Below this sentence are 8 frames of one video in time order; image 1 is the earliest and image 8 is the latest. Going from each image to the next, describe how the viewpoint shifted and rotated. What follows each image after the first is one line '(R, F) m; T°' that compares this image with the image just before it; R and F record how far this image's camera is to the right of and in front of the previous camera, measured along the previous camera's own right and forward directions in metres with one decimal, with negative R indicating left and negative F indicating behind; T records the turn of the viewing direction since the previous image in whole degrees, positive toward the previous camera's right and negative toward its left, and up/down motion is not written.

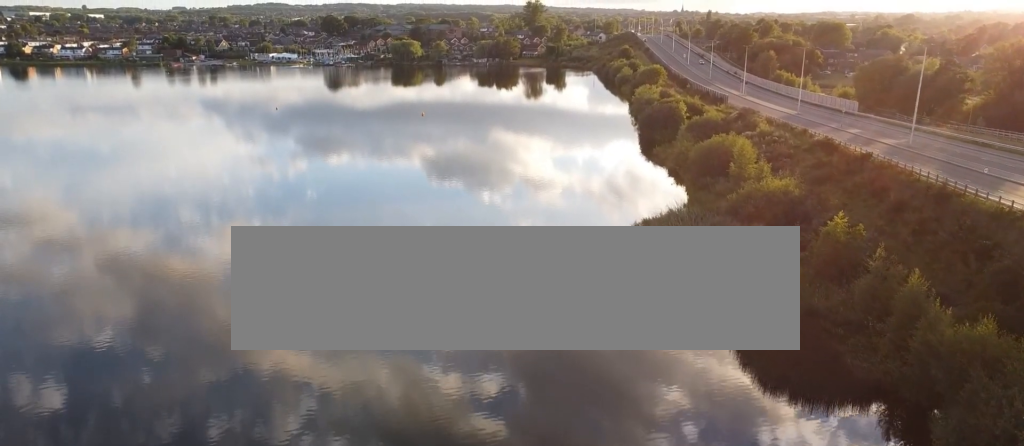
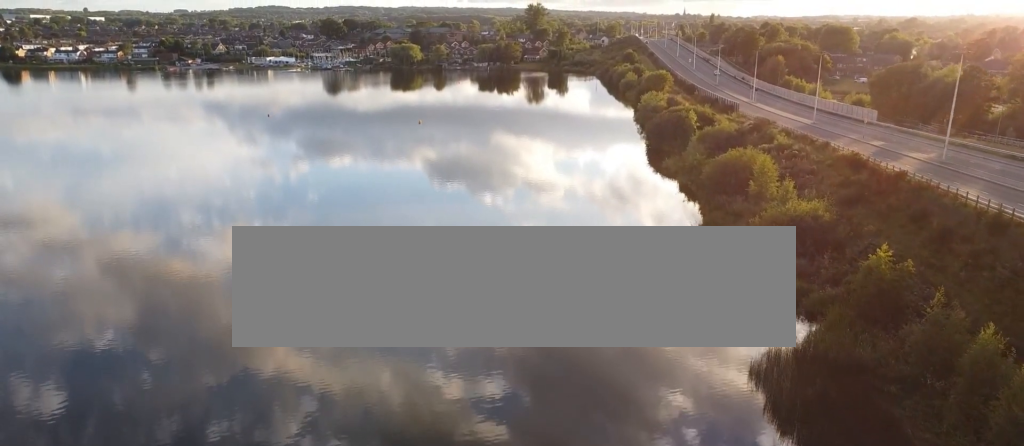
(0.0, +7.8) m; 0°
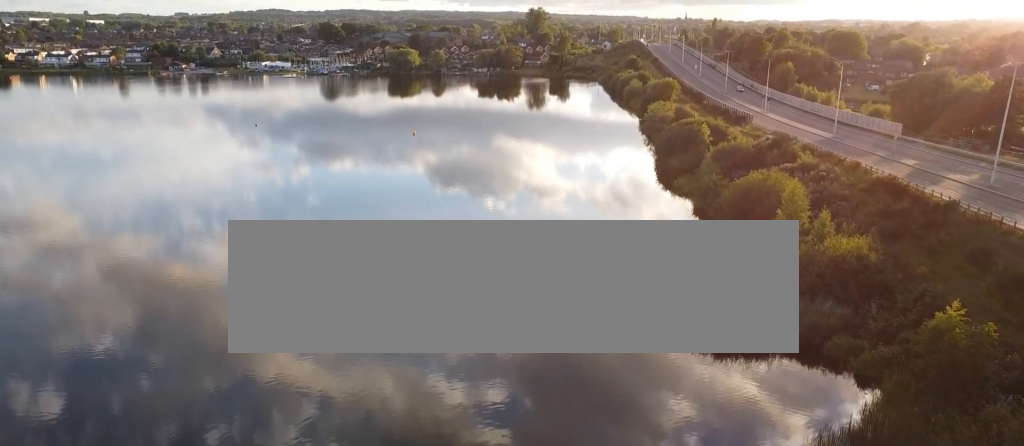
(0.0, +10.1) m; 0°
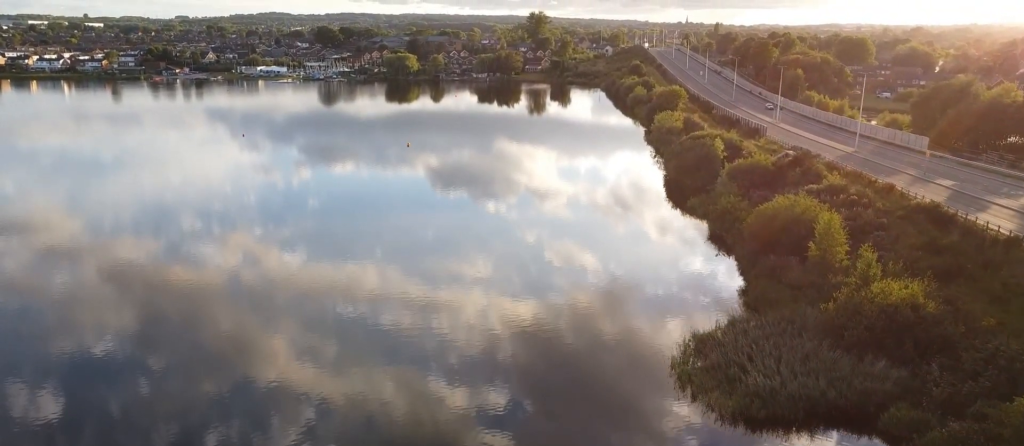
(0.0, +9.2) m; 0°
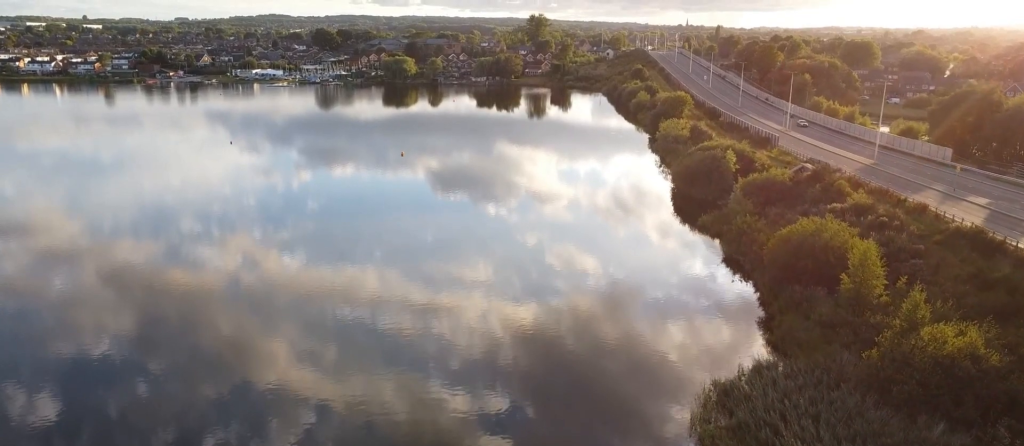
(0.0, +7.6) m; 0°
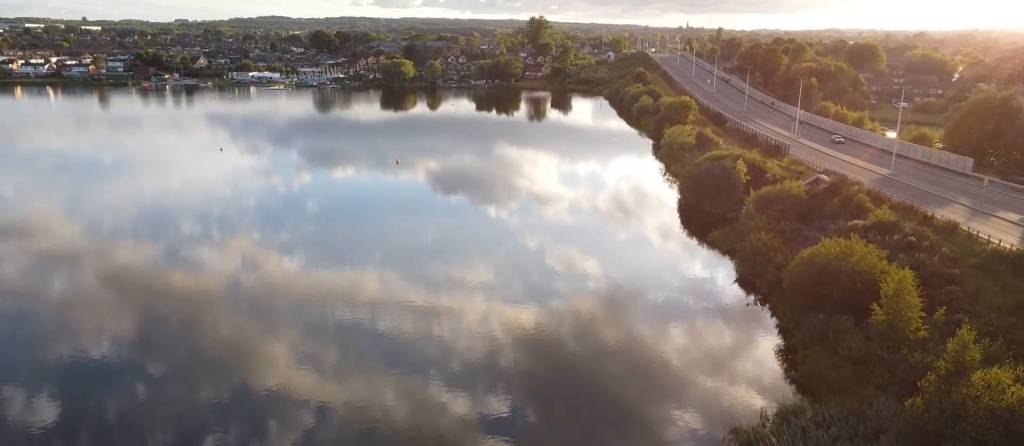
(0.0, +5.9) m; 0°
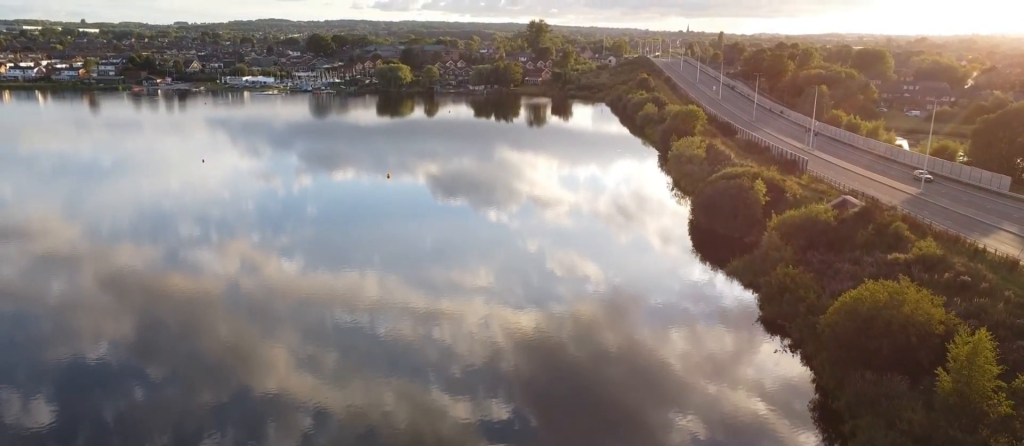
(0.0, +9.4) m; 0°
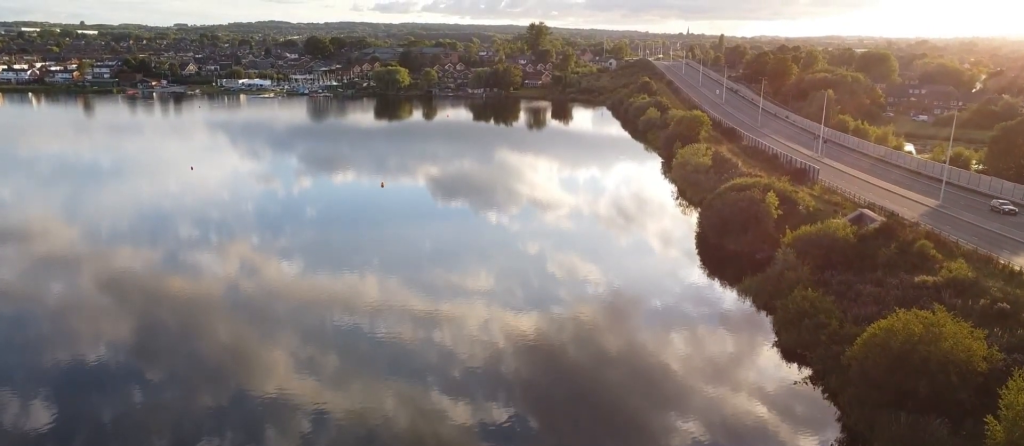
(0.0, +5.4) m; 0°
